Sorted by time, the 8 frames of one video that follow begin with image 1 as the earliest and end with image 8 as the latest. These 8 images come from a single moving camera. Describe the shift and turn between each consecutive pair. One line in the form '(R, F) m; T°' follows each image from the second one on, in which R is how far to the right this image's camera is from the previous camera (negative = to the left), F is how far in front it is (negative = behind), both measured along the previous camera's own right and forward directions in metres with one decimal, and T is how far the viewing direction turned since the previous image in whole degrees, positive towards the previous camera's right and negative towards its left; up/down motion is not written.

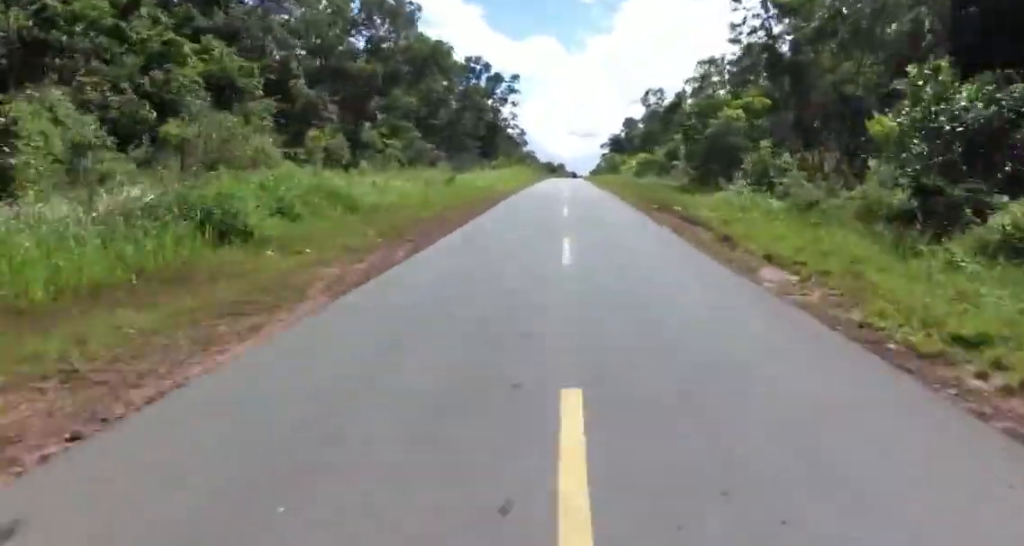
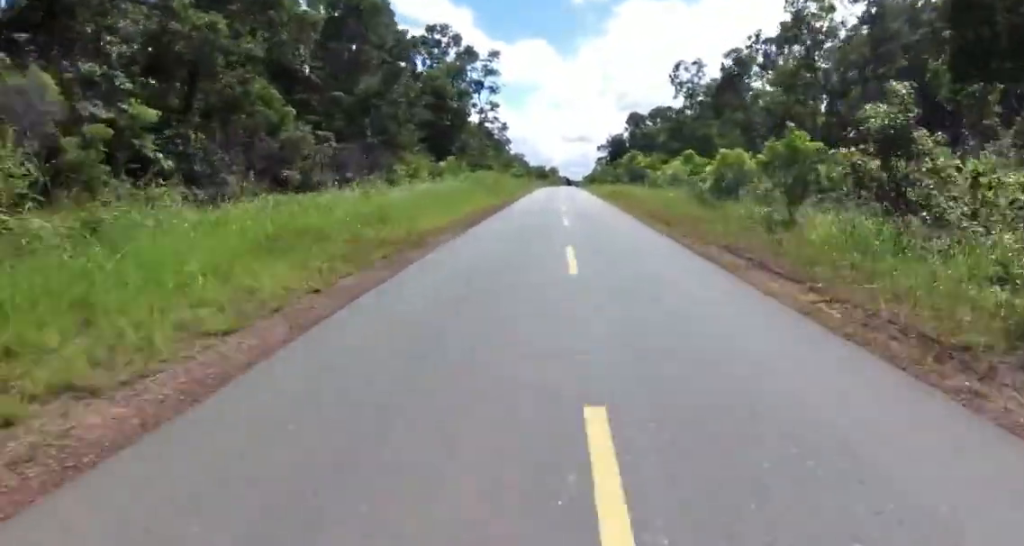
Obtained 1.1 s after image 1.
(-0.2, +32.6) m; +1°
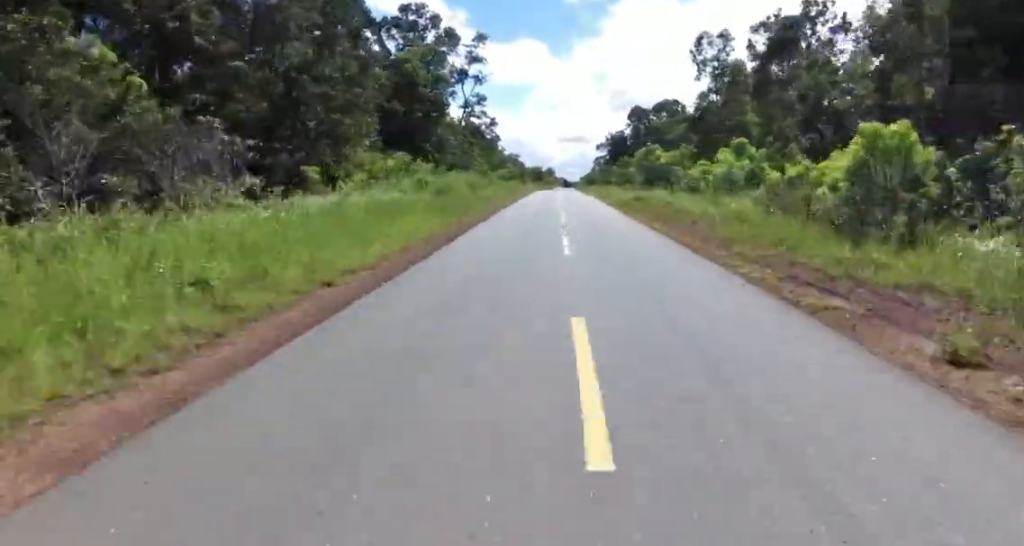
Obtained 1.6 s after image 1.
(+0.7, +14.6) m; +1°
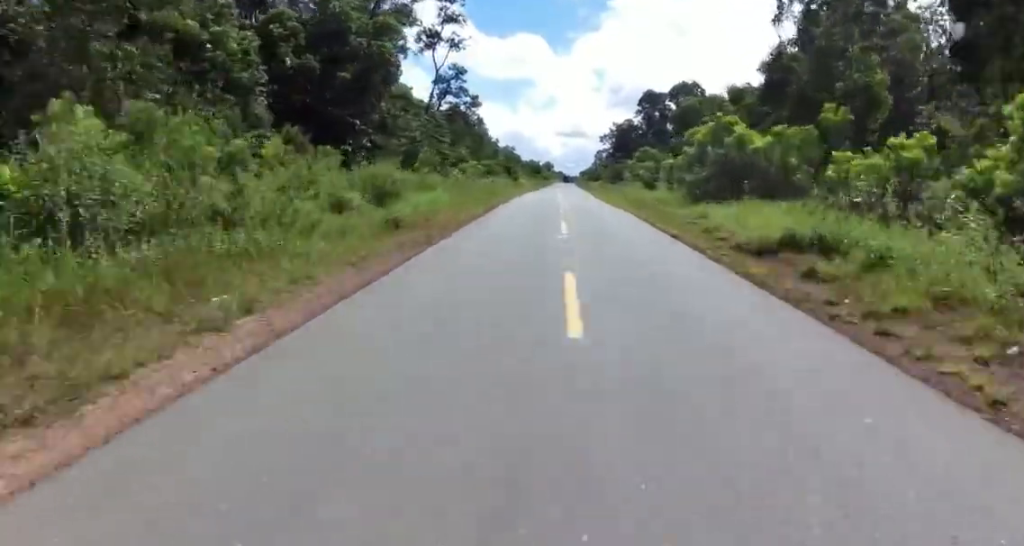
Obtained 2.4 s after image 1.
(-0.5, +22.8) m; -1°
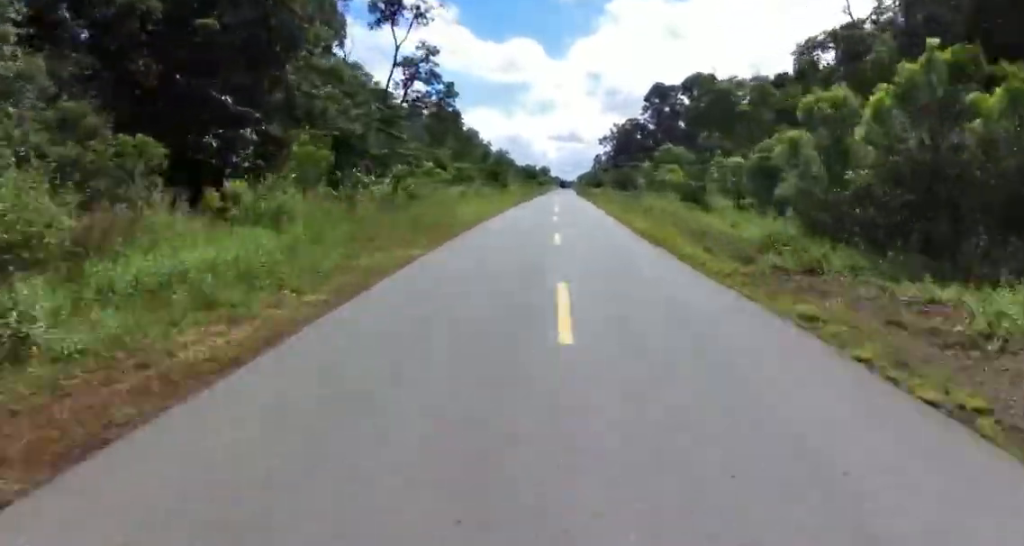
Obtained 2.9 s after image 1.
(-0.2, +17.7) m; -1°
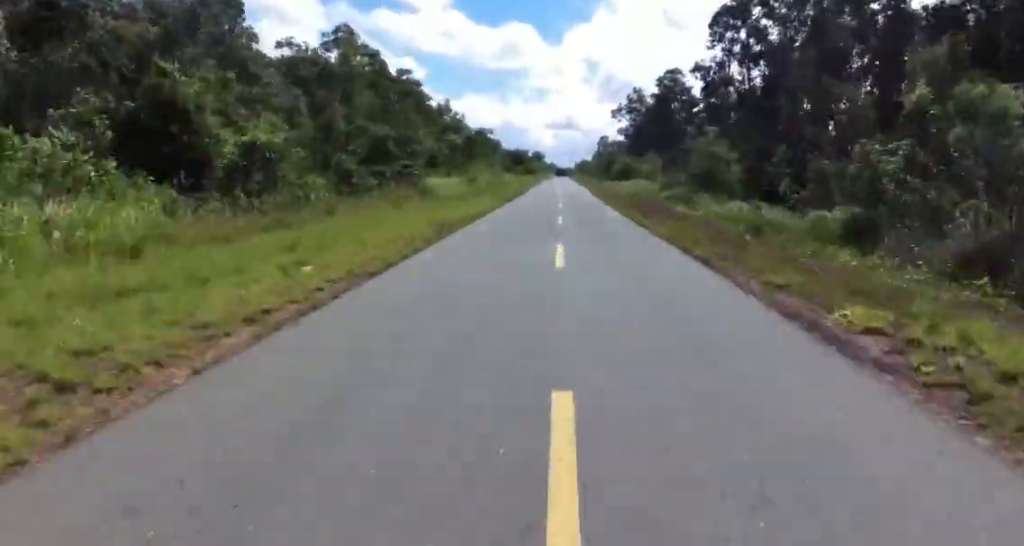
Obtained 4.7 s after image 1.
(0.0, +55.7) m; 0°
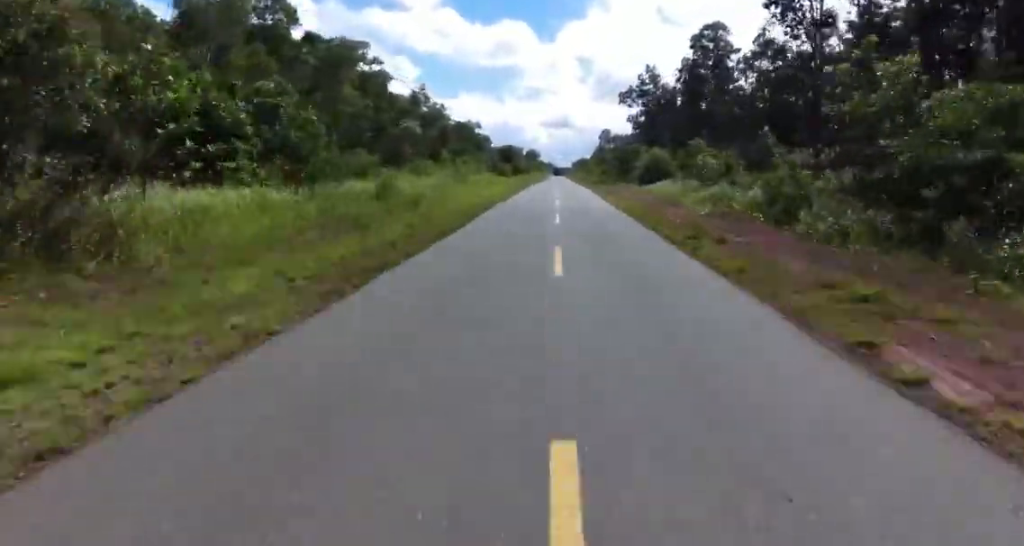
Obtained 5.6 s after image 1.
(+0.1, +27.5) m; 0°
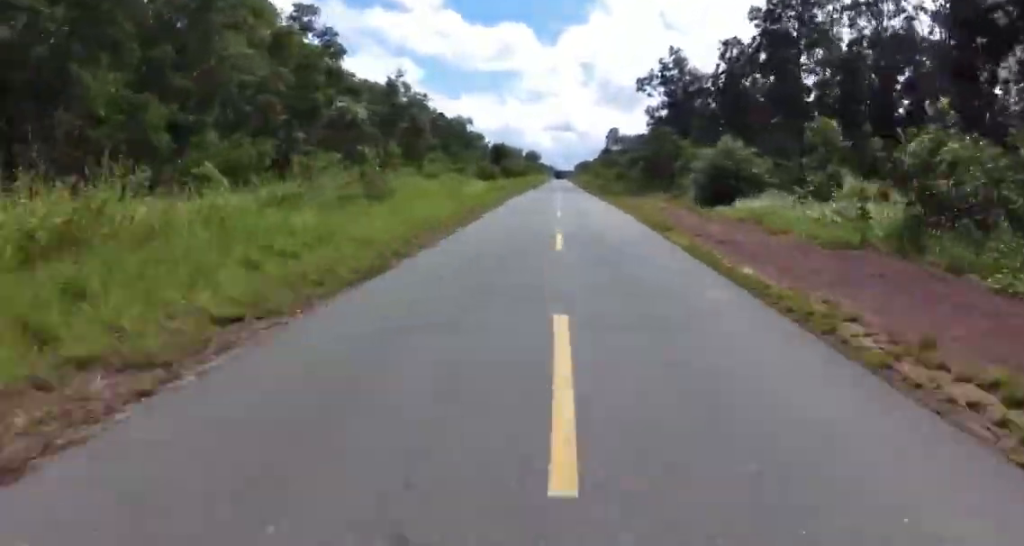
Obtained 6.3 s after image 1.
(0.0, +22.5) m; 0°
